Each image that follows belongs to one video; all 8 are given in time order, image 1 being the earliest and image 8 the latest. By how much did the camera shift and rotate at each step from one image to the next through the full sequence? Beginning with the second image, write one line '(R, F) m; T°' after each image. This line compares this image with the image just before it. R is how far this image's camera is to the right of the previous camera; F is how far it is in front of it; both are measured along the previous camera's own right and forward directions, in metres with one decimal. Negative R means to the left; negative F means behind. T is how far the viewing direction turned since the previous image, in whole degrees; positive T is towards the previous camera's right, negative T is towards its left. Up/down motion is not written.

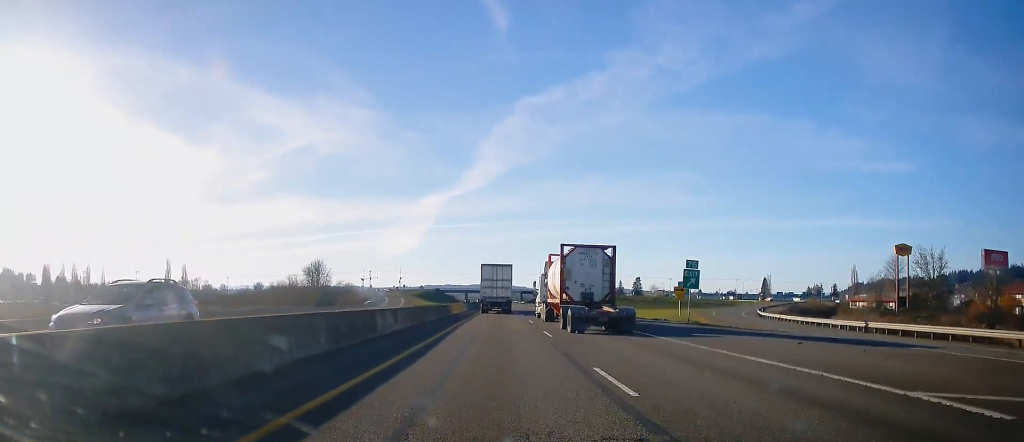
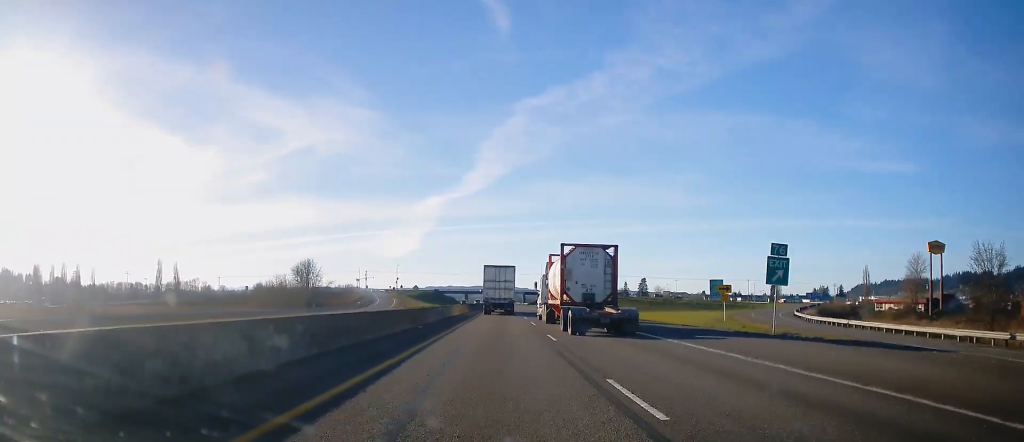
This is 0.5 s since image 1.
(-0.3, +13.7) m; 0°
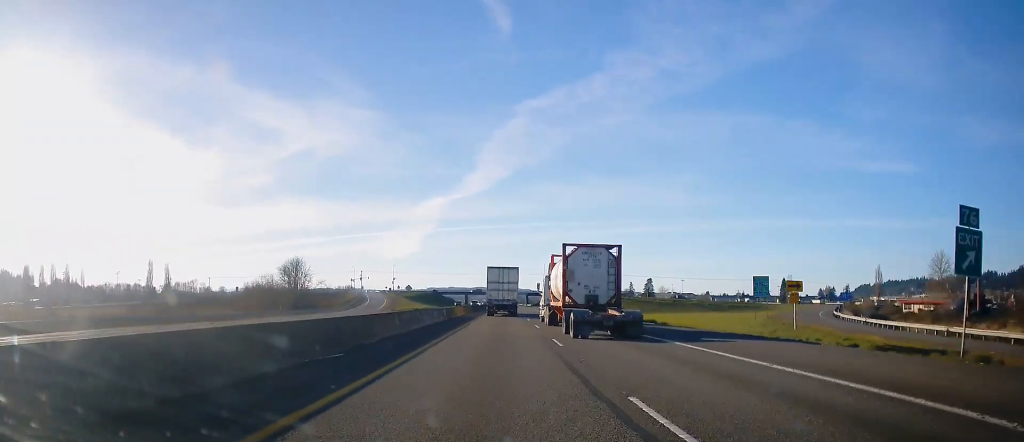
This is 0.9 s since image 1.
(-0.2, +13.7) m; 0°
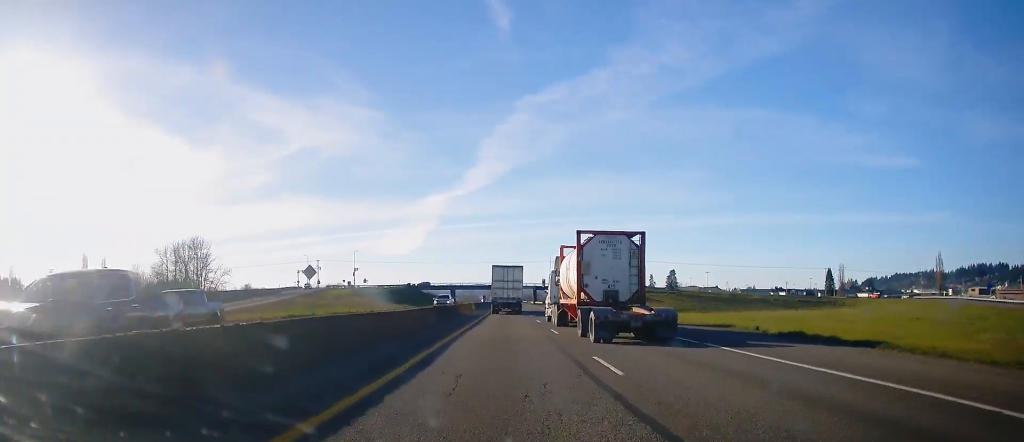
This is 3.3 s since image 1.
(+0.5, +68.4) m; 0°
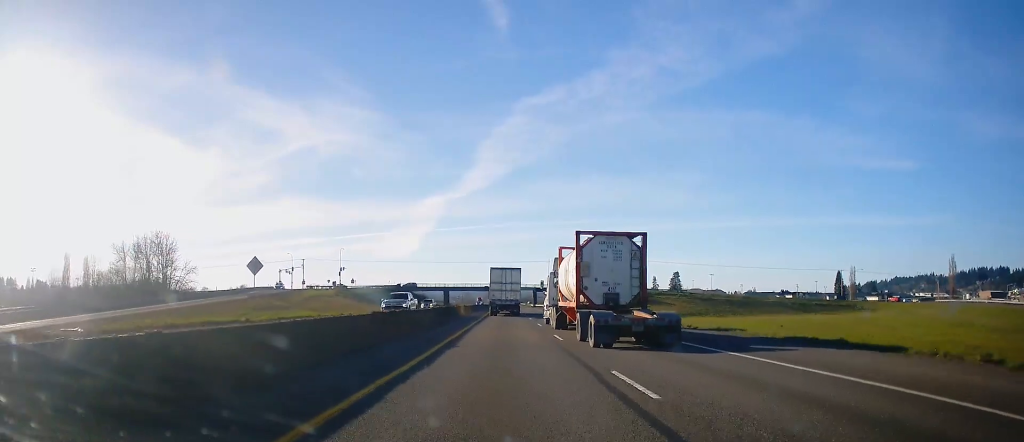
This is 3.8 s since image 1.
(-0.3, +14.6) m; 0°
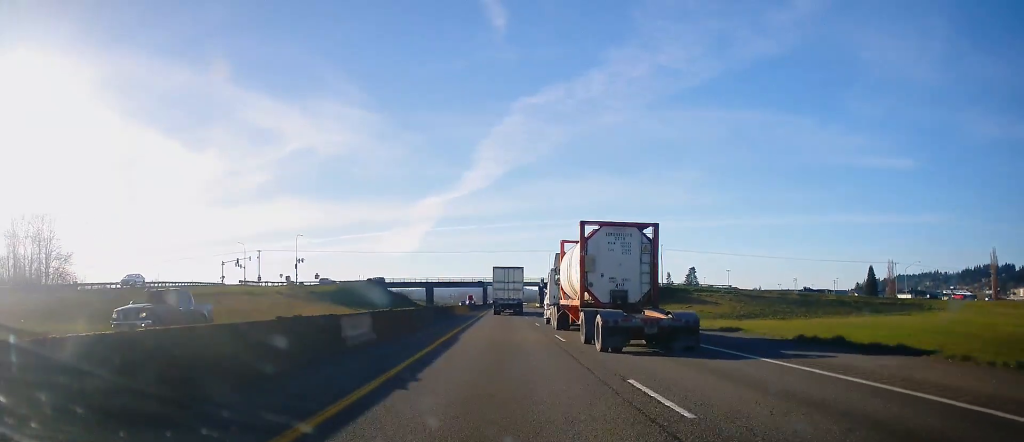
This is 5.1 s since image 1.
(+0.8, +38.1) m; +1°
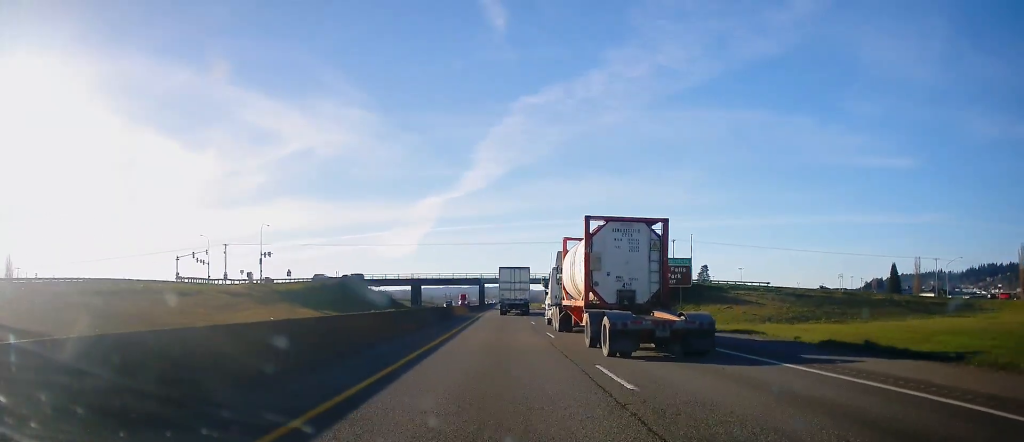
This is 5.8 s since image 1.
(+0.1, +22.4) m; -1°
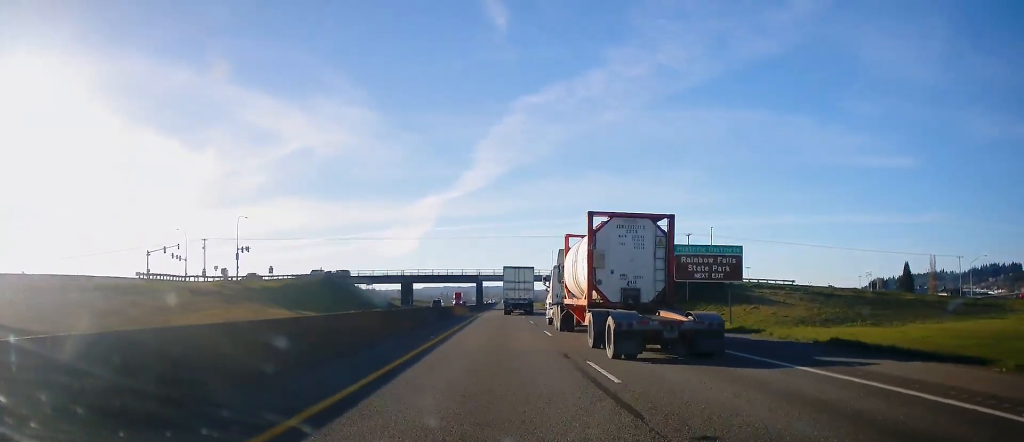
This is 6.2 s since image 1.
(-0.1, +11.7) m; 0°
